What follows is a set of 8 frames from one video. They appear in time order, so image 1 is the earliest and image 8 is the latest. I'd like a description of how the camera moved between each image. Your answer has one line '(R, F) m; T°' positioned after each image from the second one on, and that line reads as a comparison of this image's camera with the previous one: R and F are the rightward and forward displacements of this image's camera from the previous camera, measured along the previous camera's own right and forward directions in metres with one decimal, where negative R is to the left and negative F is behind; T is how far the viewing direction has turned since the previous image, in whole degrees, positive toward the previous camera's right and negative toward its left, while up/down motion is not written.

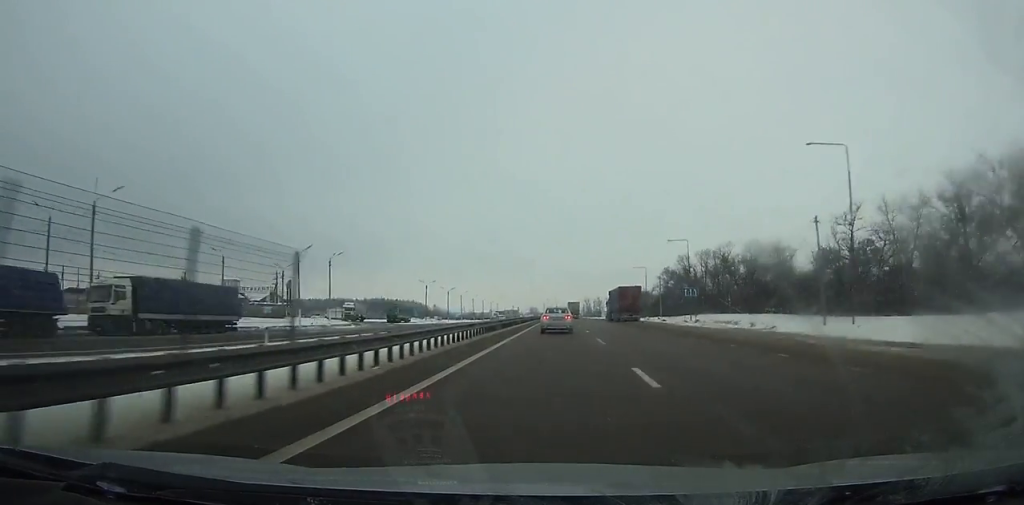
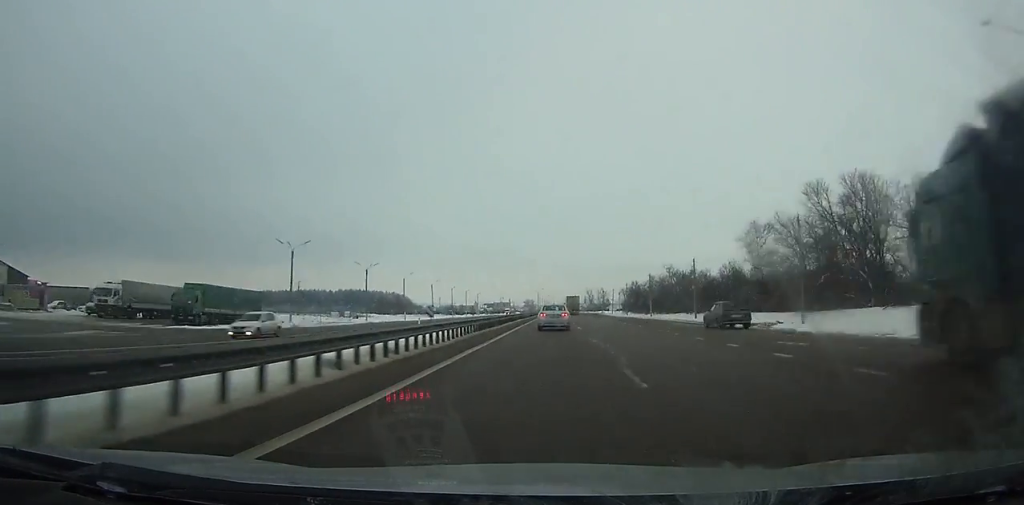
(+0.3, +71.8) m; 0°
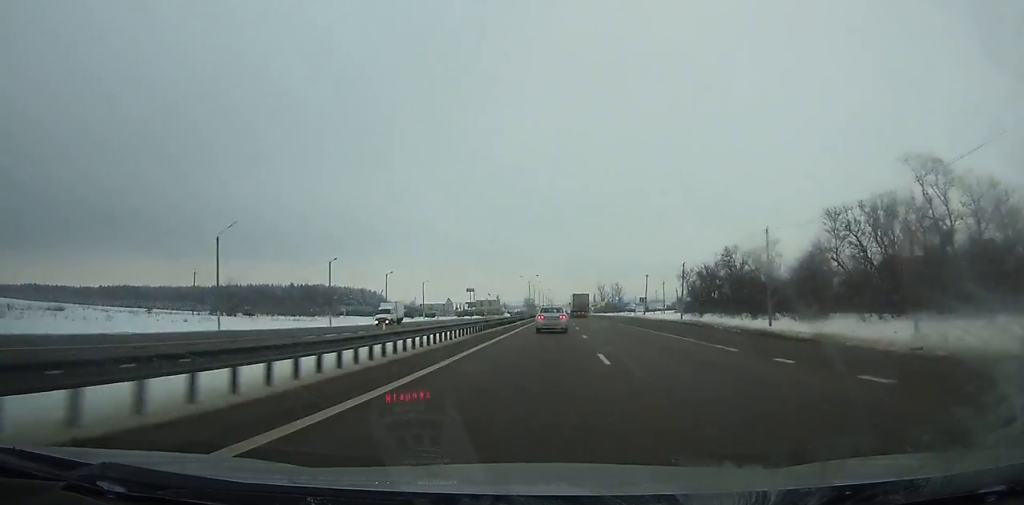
(0.0, +103.2) m; 0°
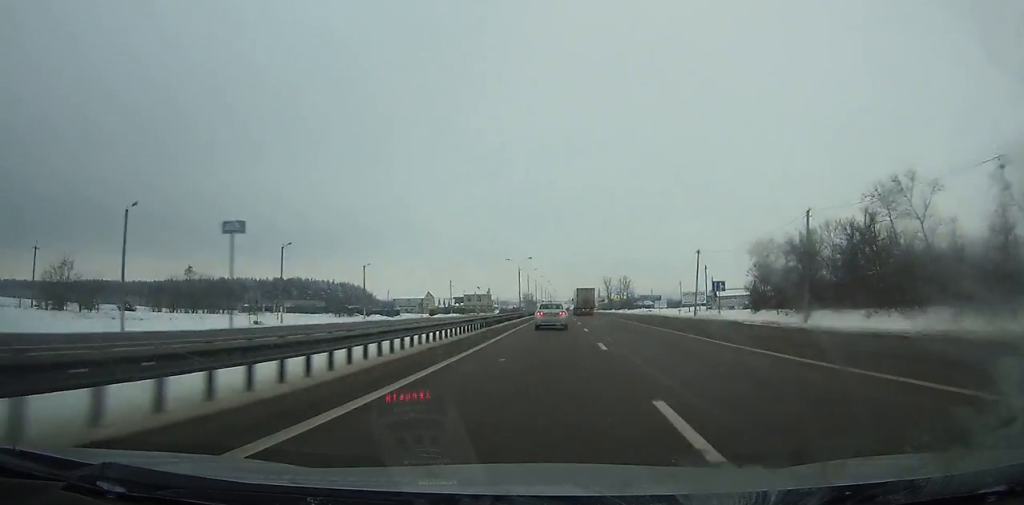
(0.0, +44.0) m; 0°
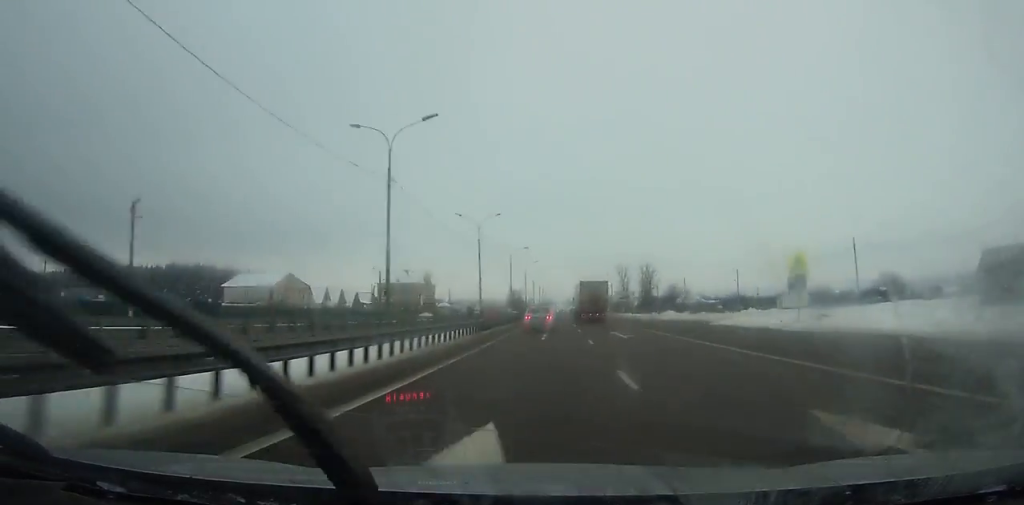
(+0.2, +116.1) m; 0°
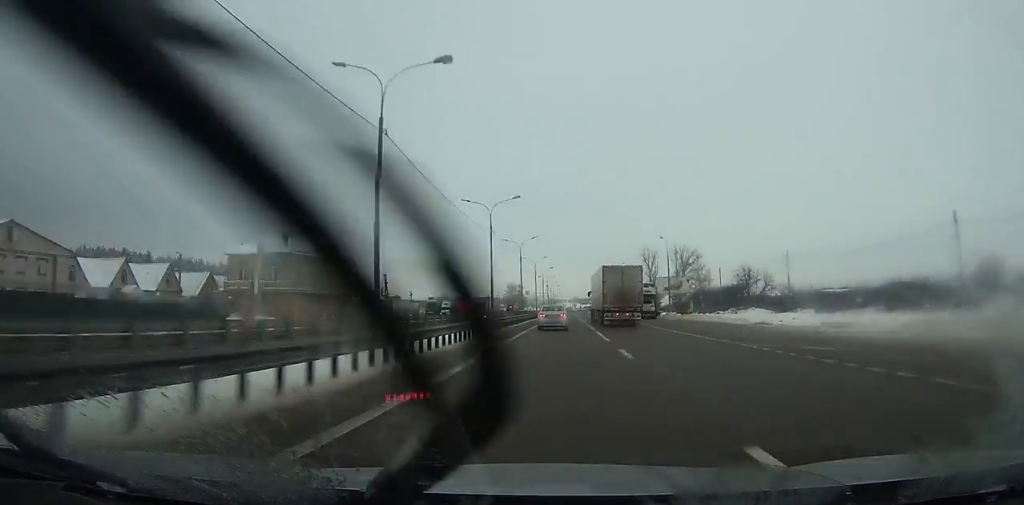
(-0.3, +67.1) m; 0°
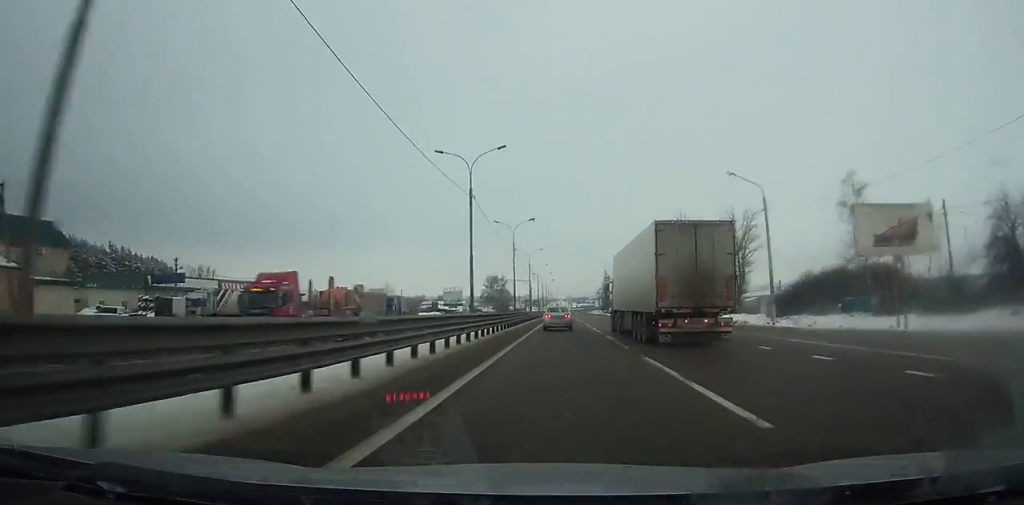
(0.0, +76.7) m; 0°
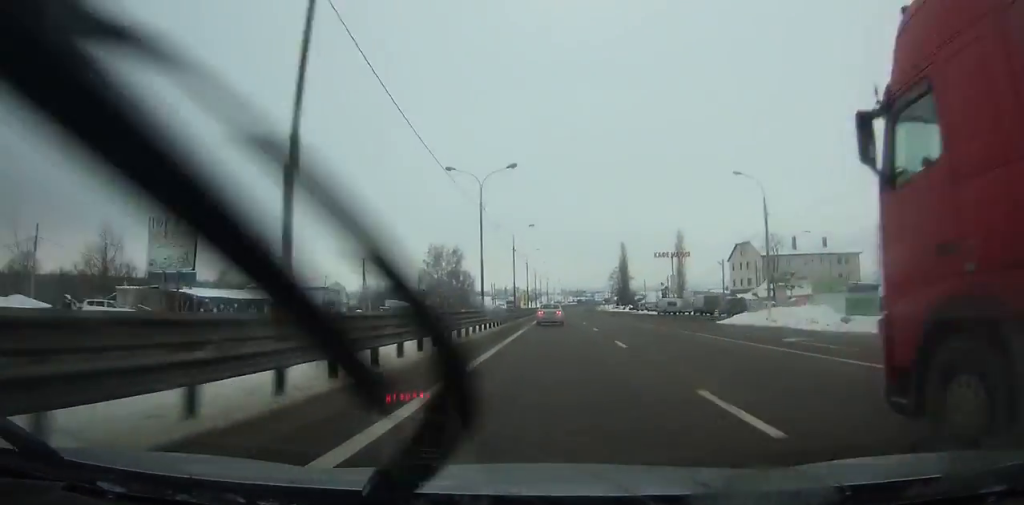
(+0.7, +115.6) m; +1°
